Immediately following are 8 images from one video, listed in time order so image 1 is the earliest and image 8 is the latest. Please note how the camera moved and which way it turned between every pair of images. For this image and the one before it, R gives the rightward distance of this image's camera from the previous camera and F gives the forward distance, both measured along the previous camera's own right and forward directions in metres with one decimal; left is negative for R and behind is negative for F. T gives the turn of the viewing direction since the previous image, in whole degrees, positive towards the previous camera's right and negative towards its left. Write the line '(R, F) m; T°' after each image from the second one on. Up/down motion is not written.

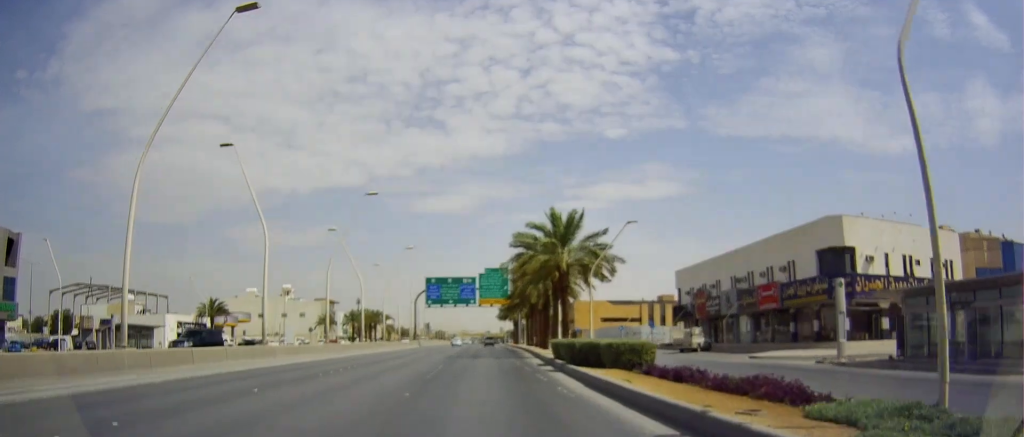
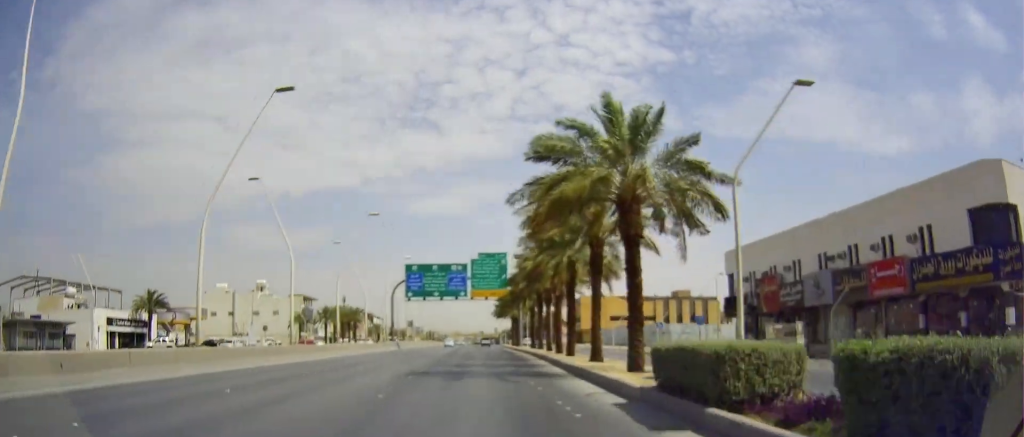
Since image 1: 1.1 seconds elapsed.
(+0.1, +18.7) m; 0°
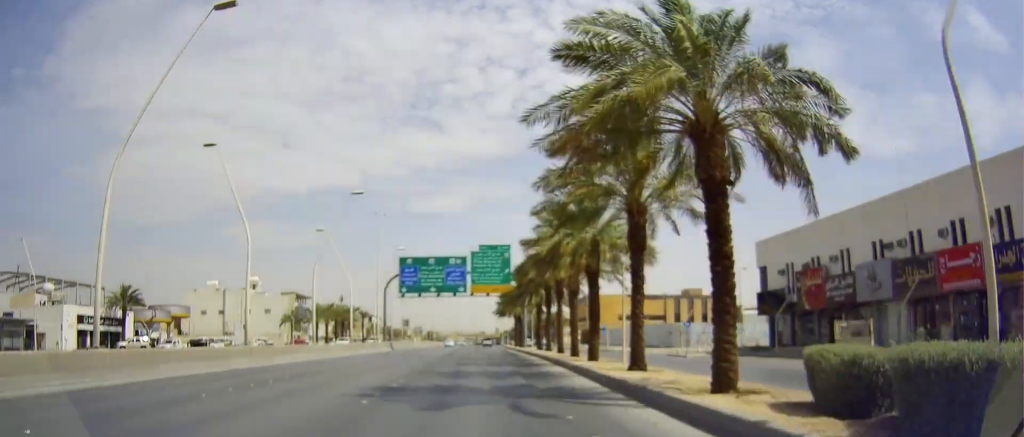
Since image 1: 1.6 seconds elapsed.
(+0.1, +7.1) m; 0°
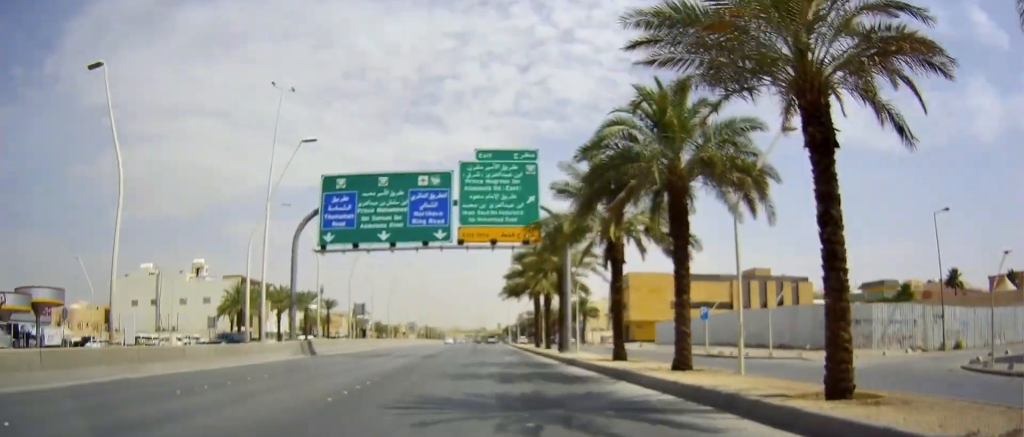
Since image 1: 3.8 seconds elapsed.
(+1.4, +35.9) m; +3°
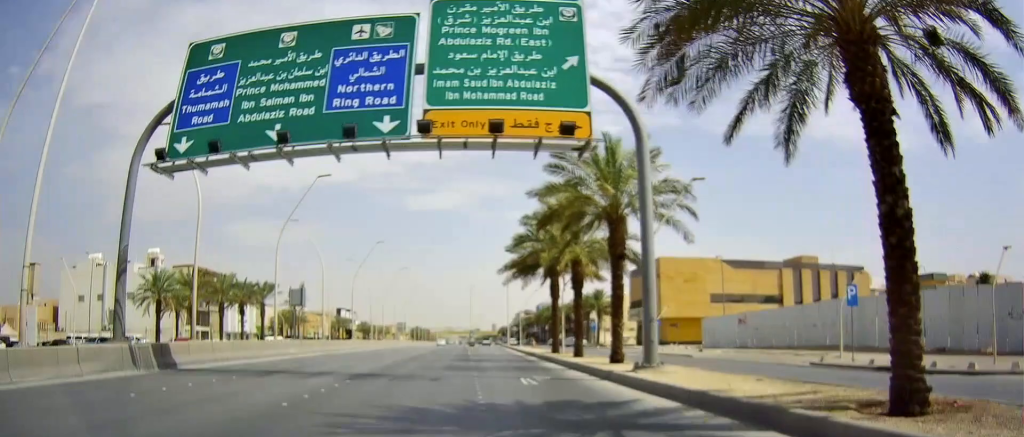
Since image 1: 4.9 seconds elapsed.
(-0.9, +18.9) m; -2°
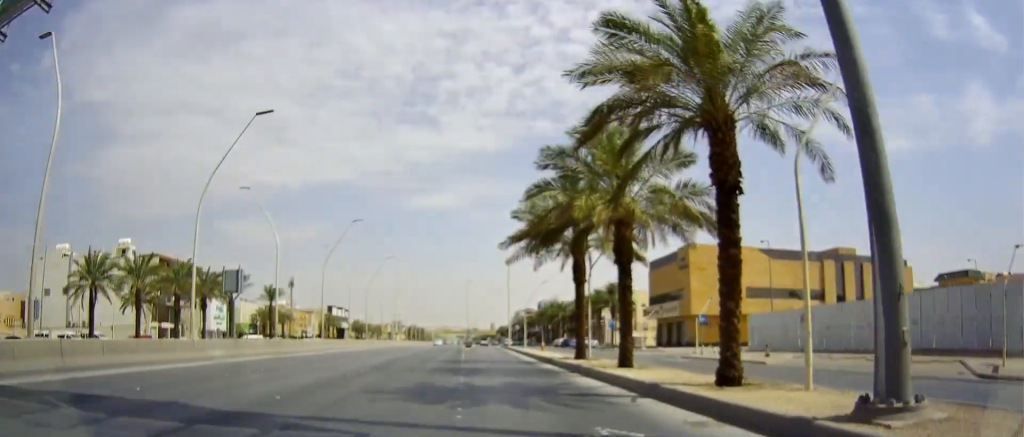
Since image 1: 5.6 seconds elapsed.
(+0.1, +10.9) m; 0°
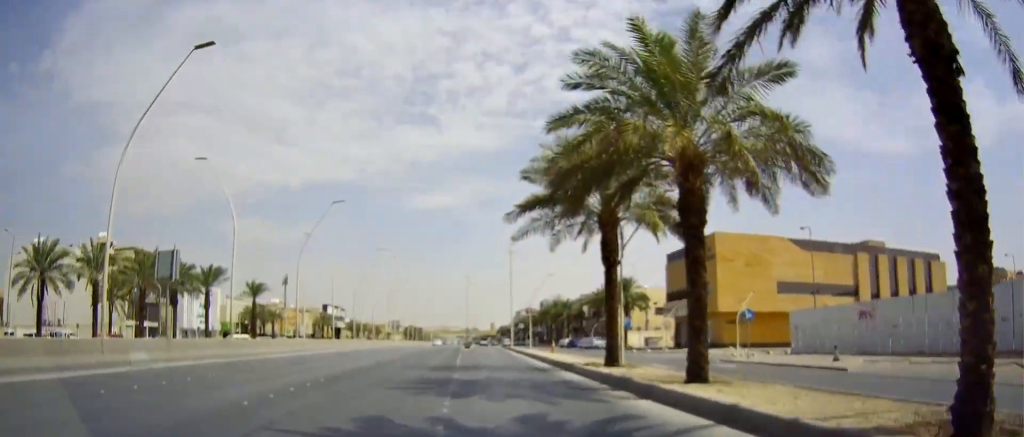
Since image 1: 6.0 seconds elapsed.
(-0.1, +7.1) m; 0°
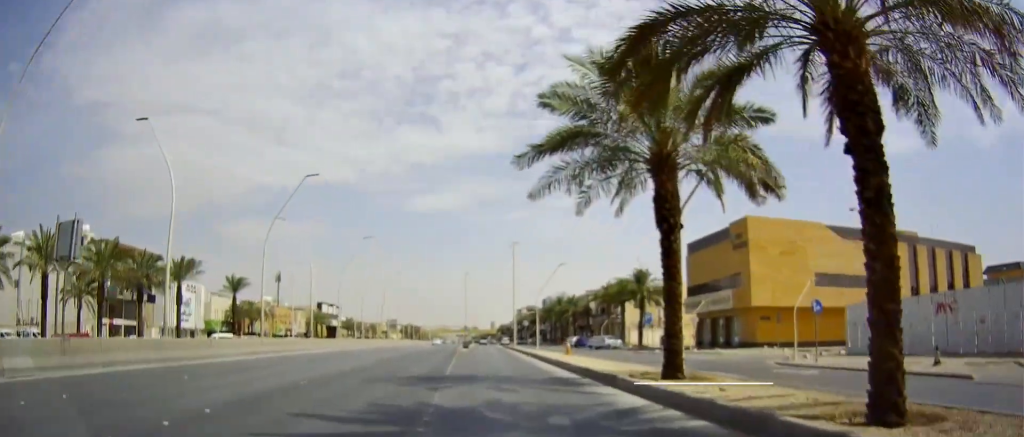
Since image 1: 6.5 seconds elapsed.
(-0.1, +7.2) m; 0°
